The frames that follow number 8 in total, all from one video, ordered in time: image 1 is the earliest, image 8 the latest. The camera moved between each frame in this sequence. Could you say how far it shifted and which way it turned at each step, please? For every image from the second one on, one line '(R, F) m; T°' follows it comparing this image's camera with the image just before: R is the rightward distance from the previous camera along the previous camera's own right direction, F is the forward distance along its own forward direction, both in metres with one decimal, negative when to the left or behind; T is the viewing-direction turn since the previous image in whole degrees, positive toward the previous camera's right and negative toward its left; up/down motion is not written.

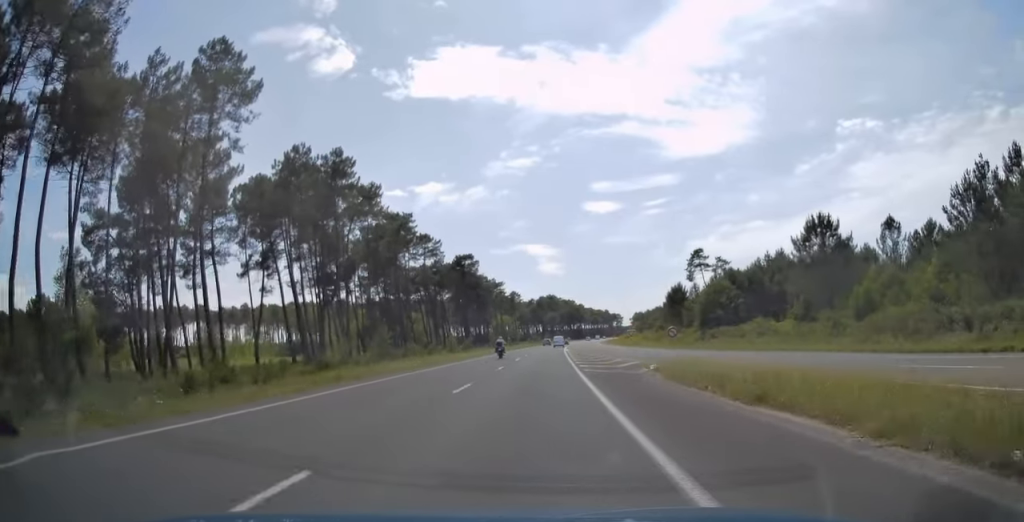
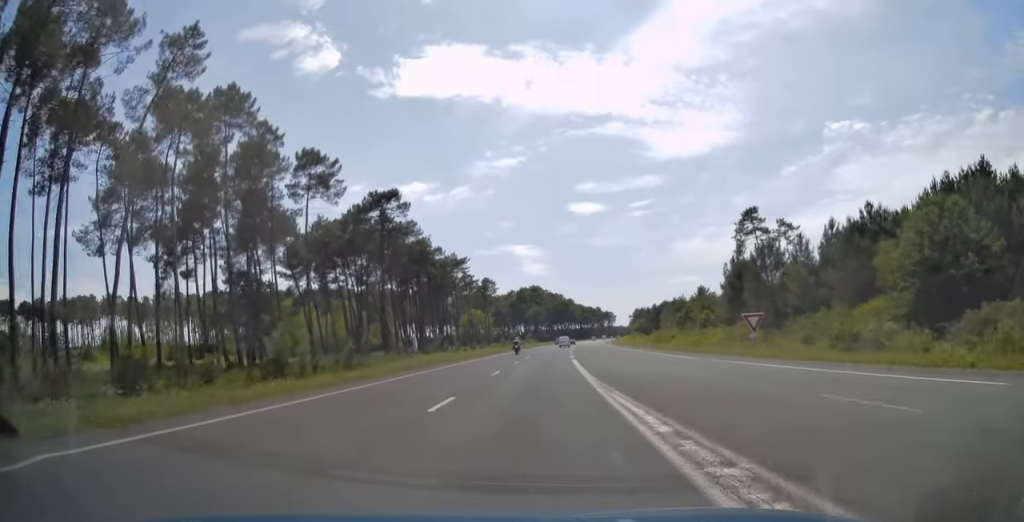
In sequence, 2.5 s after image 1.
(+0.8, +68.9) m; +1°
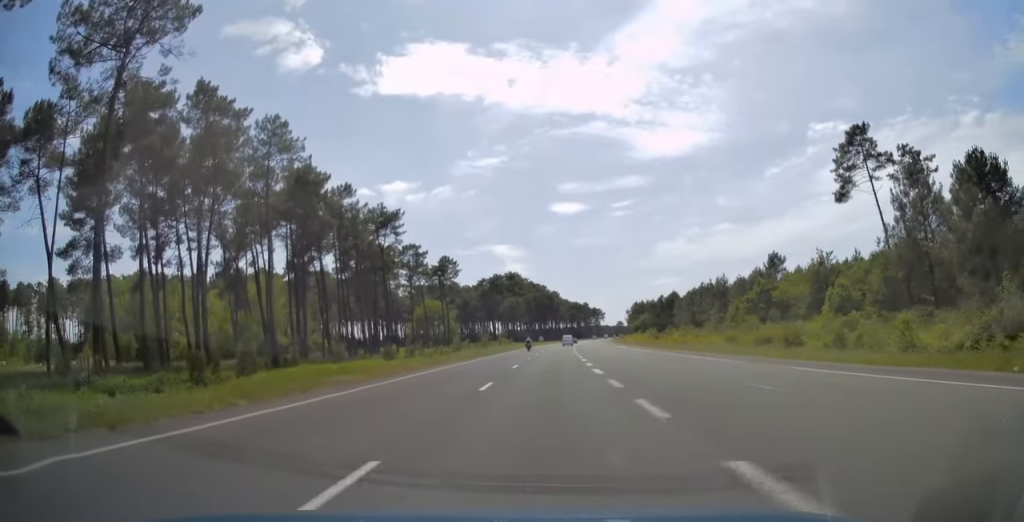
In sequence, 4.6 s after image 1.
(+1.2, +60.1) m; +2°
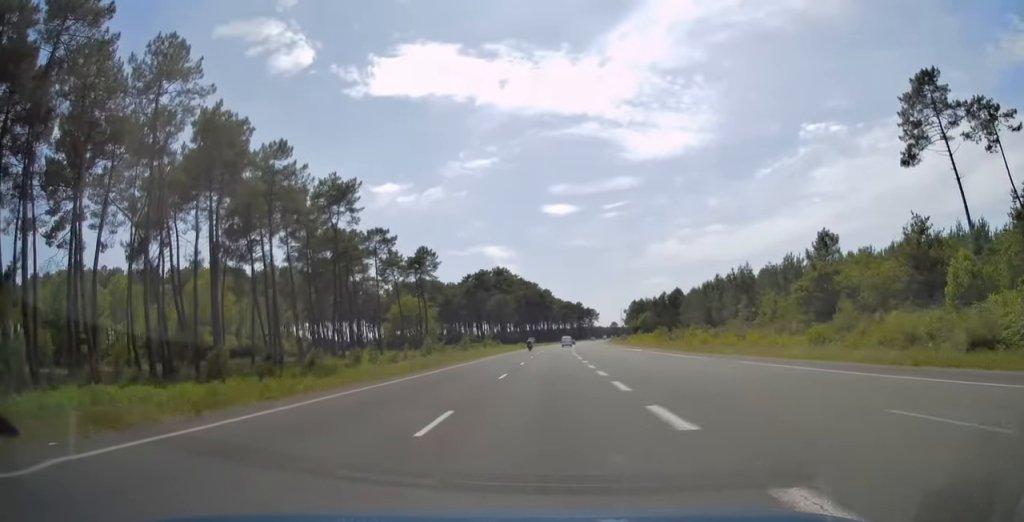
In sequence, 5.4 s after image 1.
(-0.1, +21.3) m; +1°
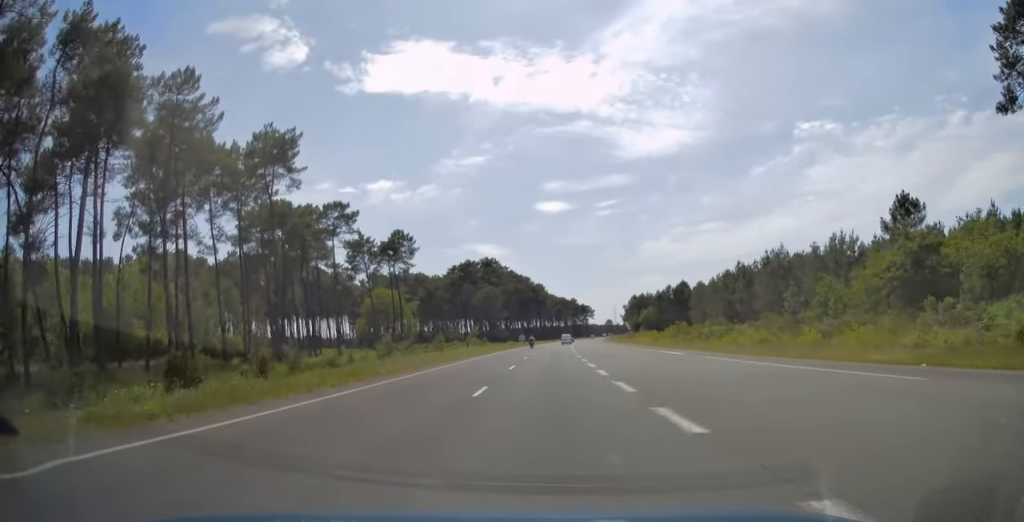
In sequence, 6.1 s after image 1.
(+0.3, +20.2) m; +1°
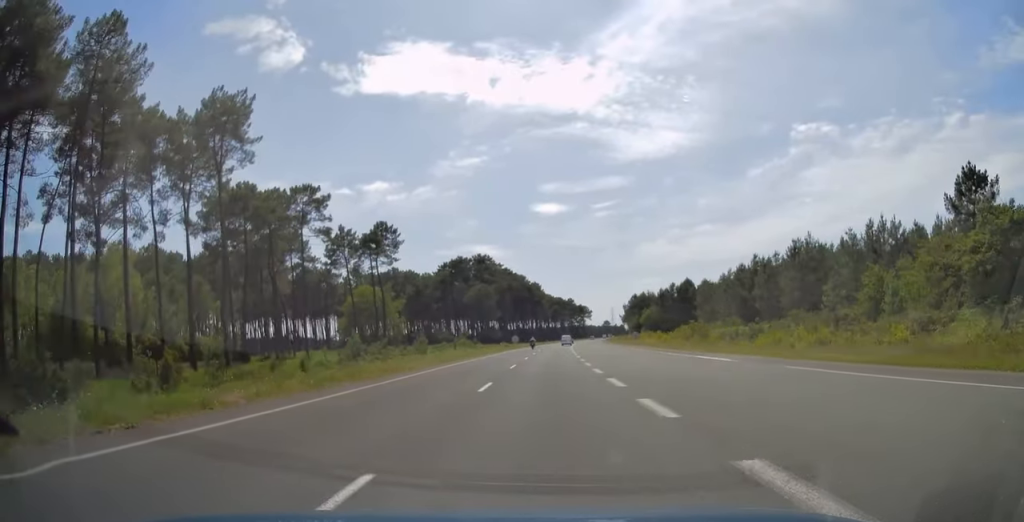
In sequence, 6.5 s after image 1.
(+0.1, +11.5) m; 0°
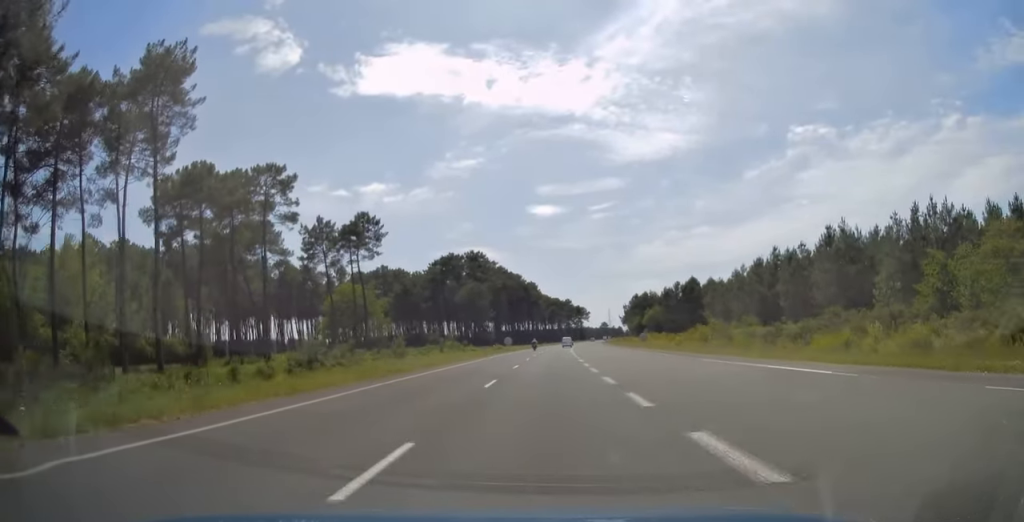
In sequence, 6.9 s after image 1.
(0.0, +11.0) m; 0°
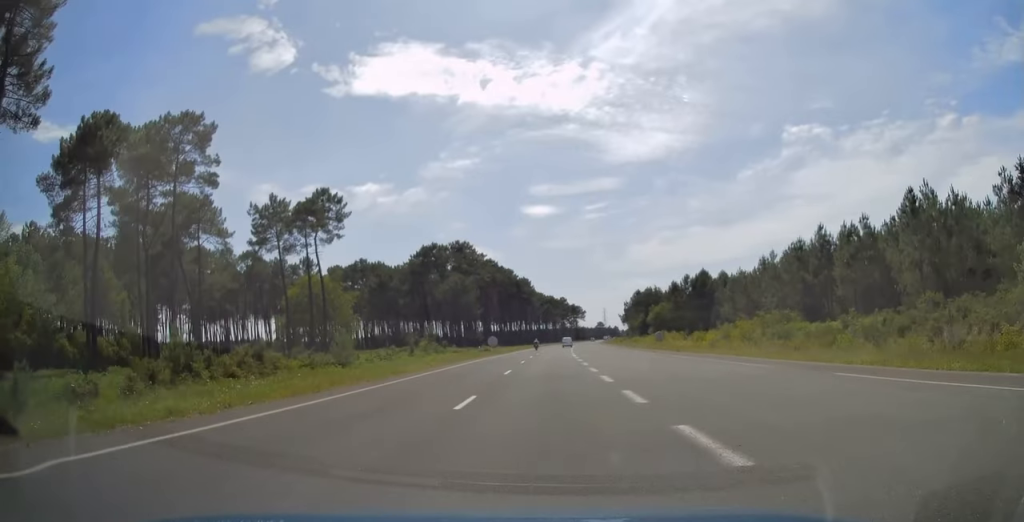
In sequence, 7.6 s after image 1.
(0.0, +18.8) m; 0°
